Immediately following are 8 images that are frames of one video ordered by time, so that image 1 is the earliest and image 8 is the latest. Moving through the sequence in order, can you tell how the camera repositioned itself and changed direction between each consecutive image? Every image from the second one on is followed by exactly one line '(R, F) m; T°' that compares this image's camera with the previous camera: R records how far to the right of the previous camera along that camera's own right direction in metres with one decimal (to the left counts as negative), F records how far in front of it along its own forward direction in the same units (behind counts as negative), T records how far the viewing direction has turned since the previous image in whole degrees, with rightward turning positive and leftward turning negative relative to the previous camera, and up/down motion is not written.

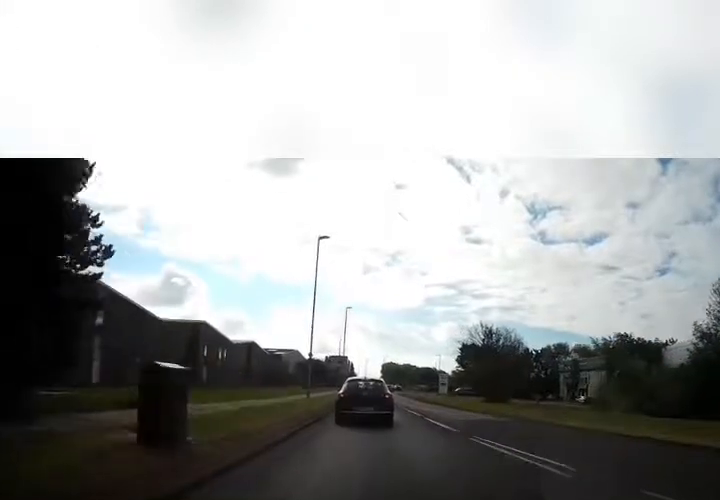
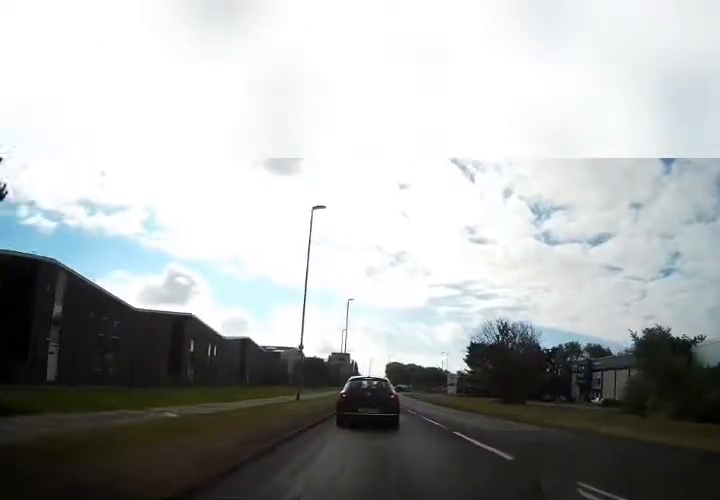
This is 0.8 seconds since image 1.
(0.0, +5.4) m; -1°
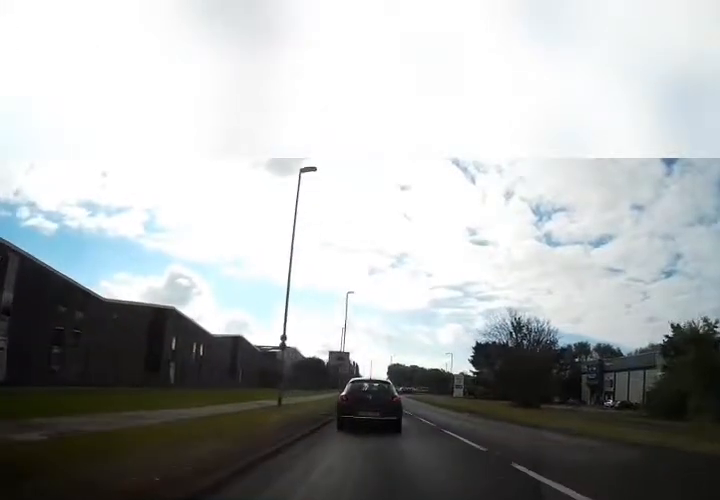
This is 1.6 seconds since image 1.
(-0.1, +5.0) m; 0°
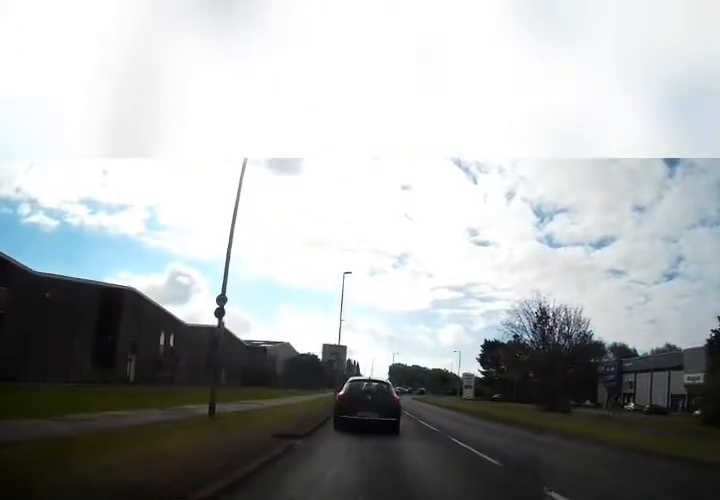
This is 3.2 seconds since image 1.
(+0.1, +7.8) m; -2°
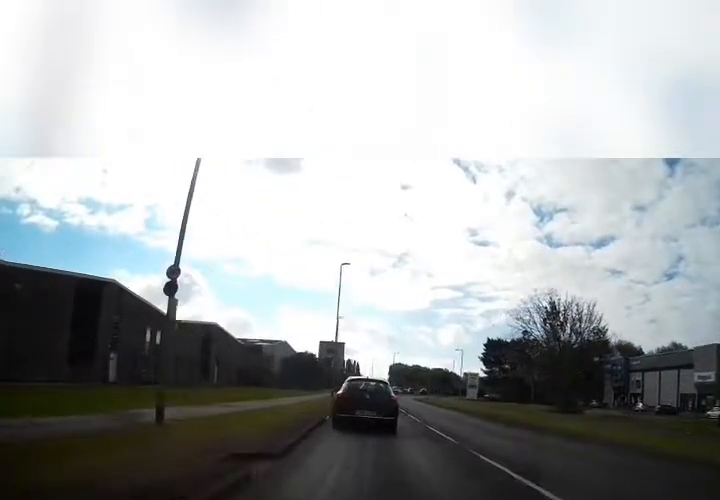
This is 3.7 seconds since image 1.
(-0.2, +2.5) m; 0°
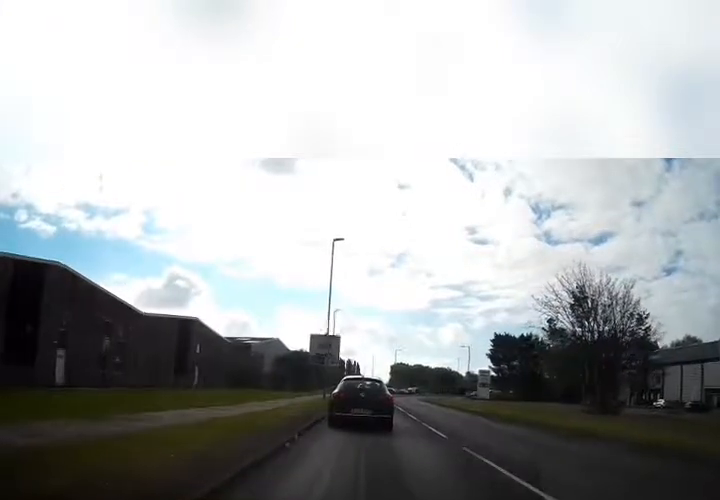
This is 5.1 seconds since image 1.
(+0.2, +5.7) m; +6°
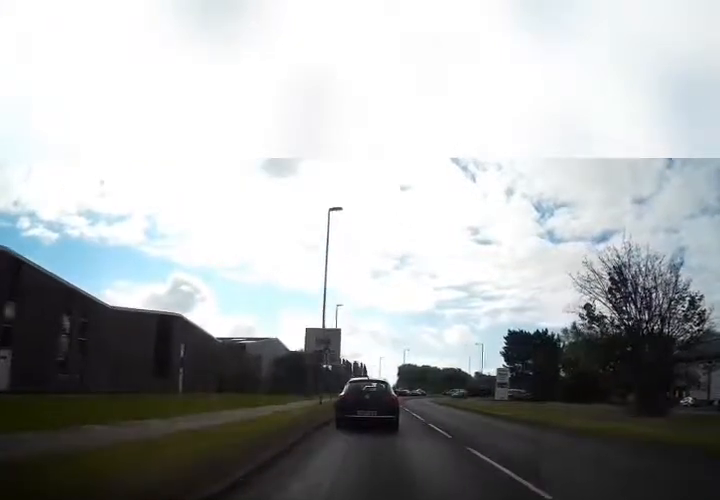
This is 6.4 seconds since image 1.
(0.0, +5.4) m; -4°
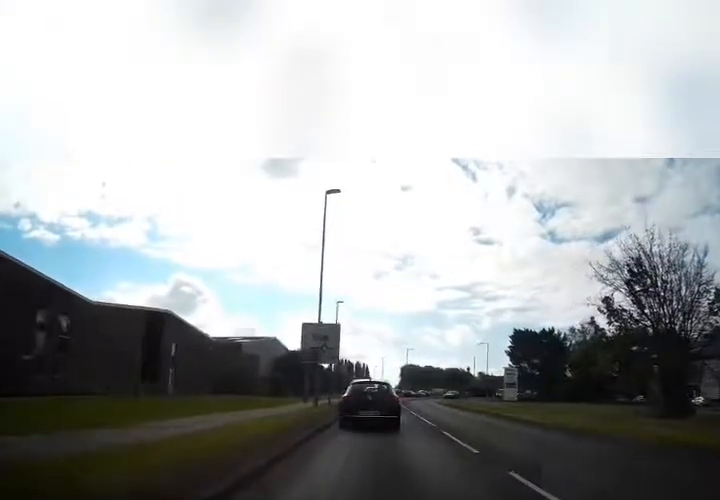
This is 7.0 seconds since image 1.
(-0.1, +2.4) m; -3°
